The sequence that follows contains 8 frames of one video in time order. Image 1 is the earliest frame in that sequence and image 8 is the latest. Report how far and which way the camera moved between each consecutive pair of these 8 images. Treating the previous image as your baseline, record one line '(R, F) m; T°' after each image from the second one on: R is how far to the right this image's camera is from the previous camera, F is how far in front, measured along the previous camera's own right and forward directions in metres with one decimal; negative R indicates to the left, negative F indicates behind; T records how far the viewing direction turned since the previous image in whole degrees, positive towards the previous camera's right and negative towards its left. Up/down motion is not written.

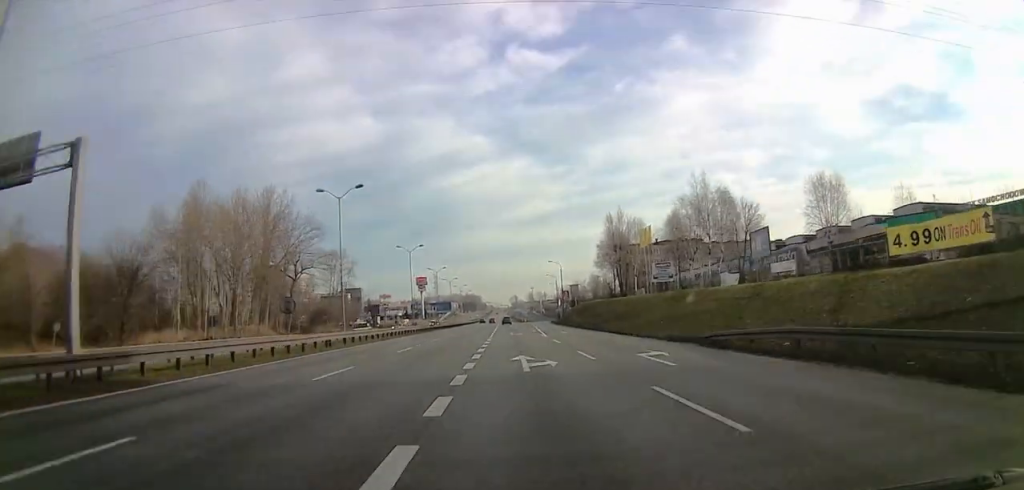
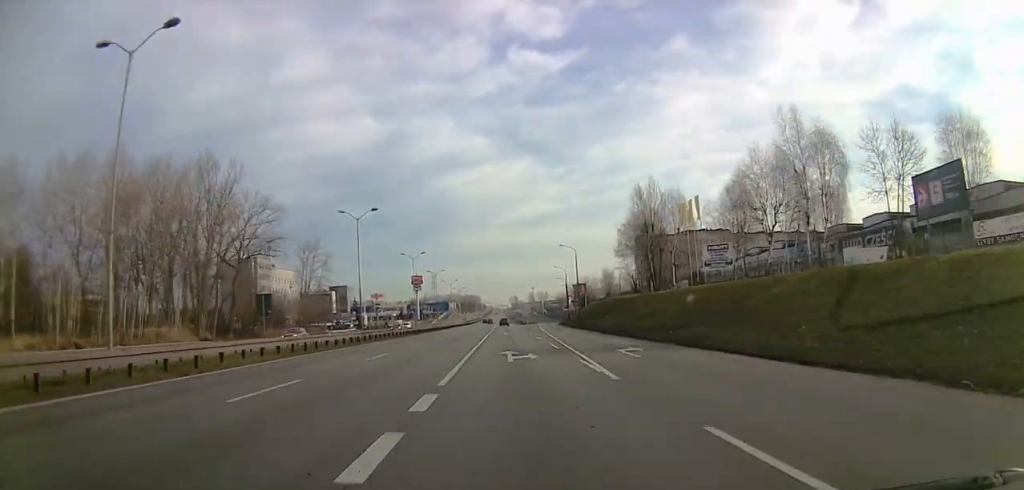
(-1.1, +28.6) m; -1°
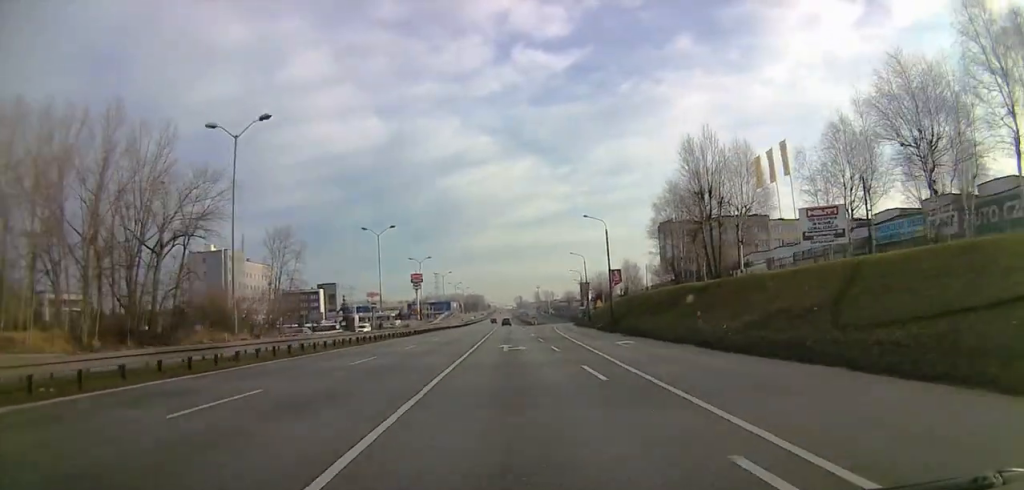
(+0.9, +25.9) m; +1°
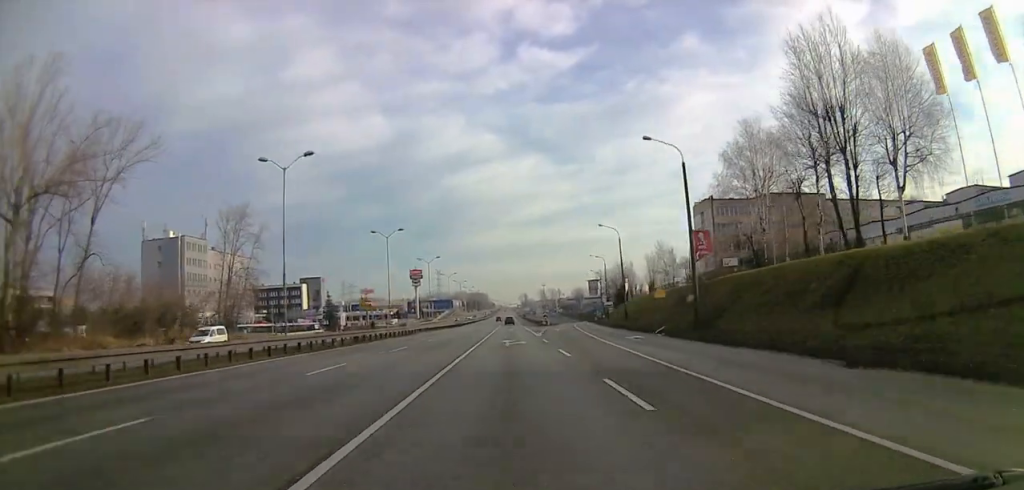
(-0.6, +27.6) m; -2°
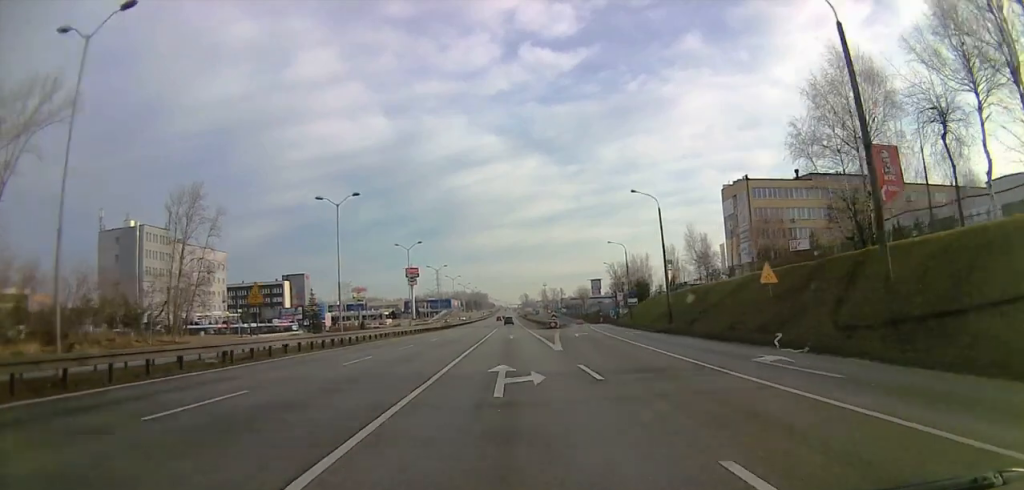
(0.0, +19.7) m; +1°
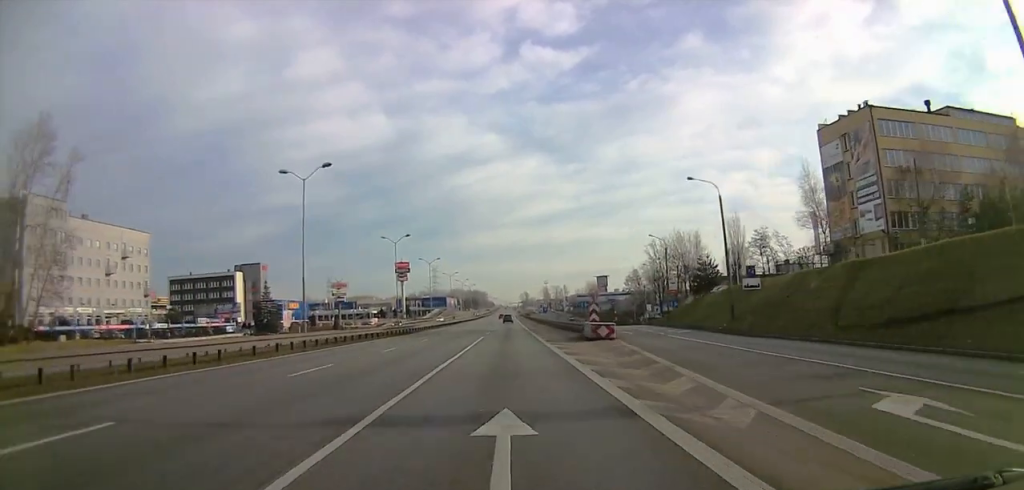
(+0.5, +40.7) m; 0°
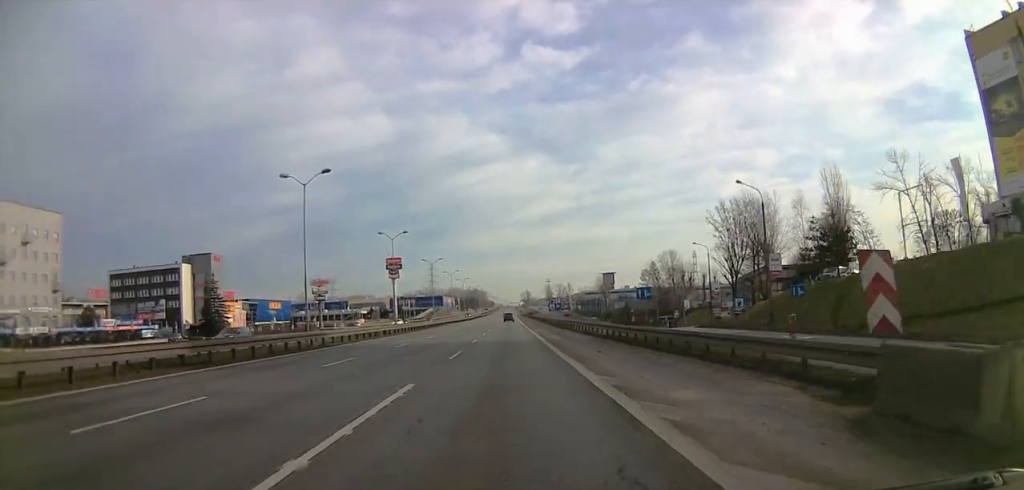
(-0.2, +32.9) m; -1°
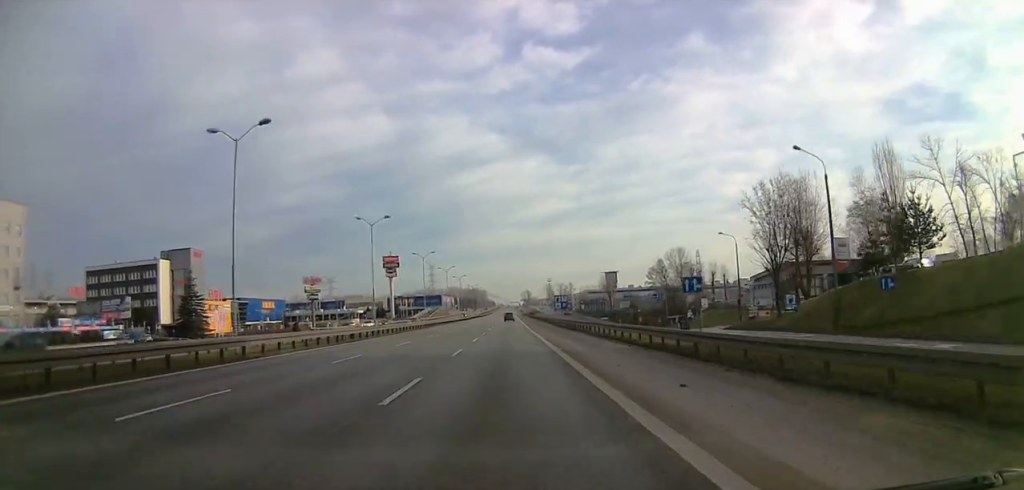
(0.0, +11.1) m; 0°
